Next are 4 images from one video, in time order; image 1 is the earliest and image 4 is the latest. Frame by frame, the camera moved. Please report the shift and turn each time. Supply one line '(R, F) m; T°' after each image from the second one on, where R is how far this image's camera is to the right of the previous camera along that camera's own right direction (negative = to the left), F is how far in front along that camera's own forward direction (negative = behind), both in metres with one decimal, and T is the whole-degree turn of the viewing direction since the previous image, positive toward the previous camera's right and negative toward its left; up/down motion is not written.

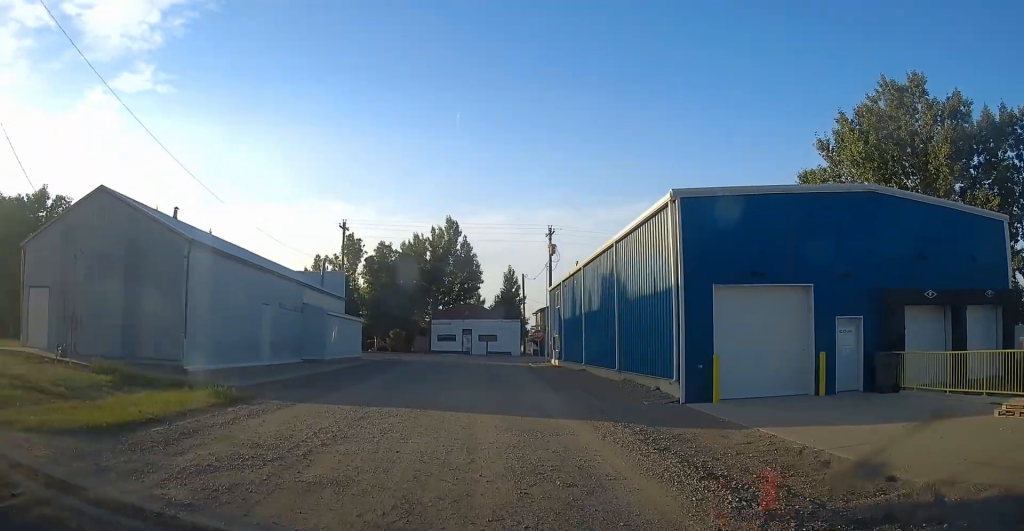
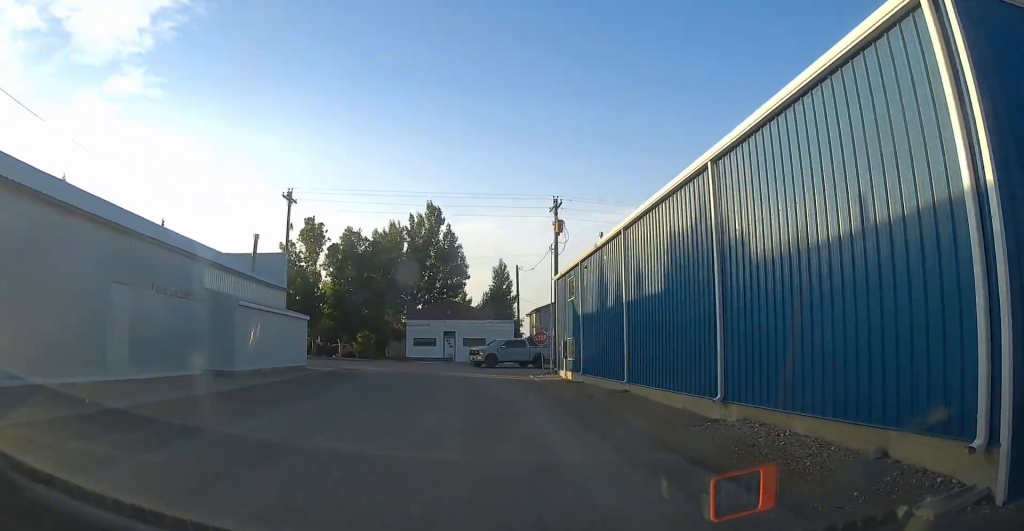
(0.0, +12.8) m; 0°
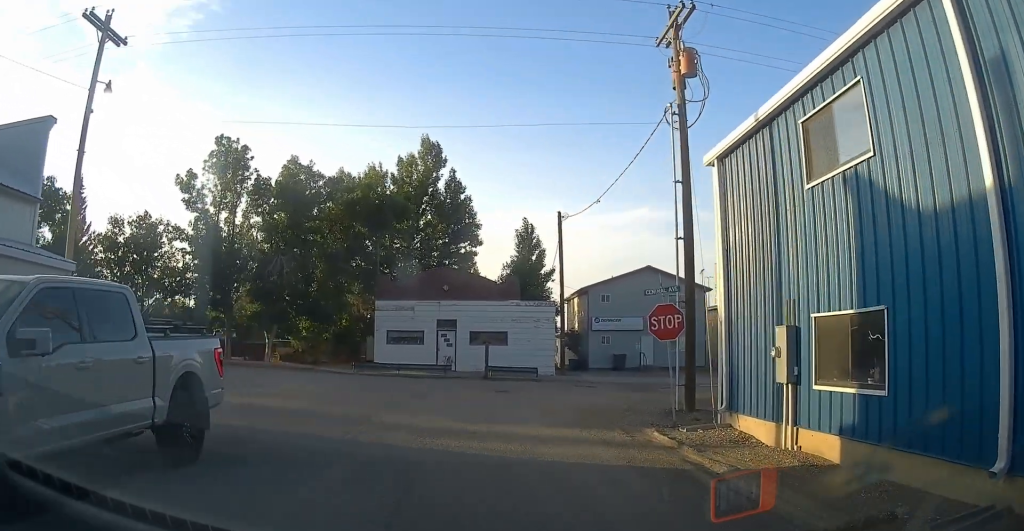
(0.0, +23.5) m; 0°
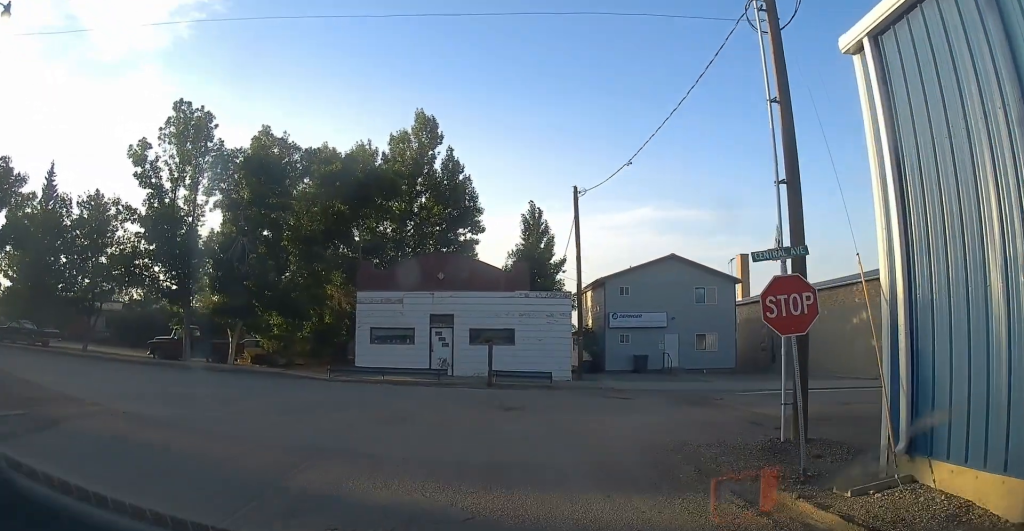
(0.0, +5.6) m; +7°
